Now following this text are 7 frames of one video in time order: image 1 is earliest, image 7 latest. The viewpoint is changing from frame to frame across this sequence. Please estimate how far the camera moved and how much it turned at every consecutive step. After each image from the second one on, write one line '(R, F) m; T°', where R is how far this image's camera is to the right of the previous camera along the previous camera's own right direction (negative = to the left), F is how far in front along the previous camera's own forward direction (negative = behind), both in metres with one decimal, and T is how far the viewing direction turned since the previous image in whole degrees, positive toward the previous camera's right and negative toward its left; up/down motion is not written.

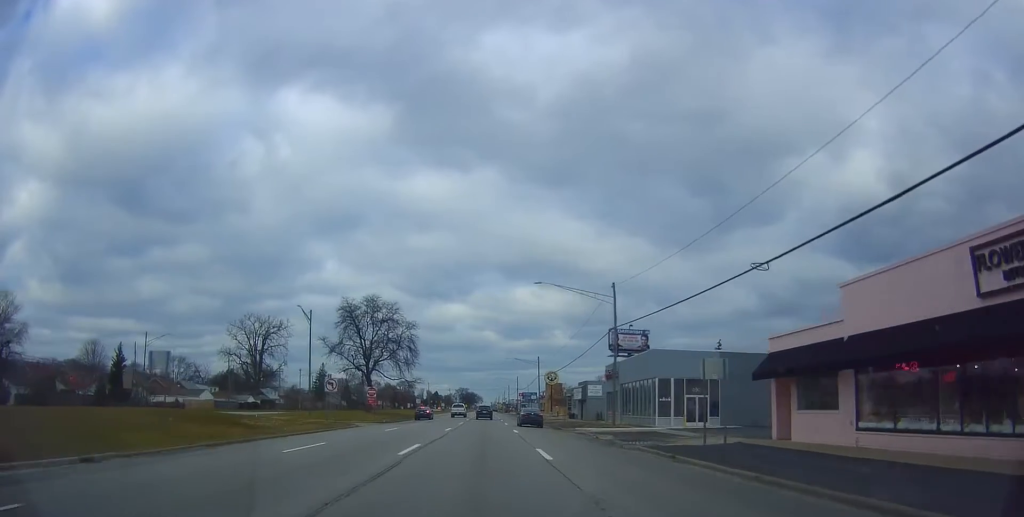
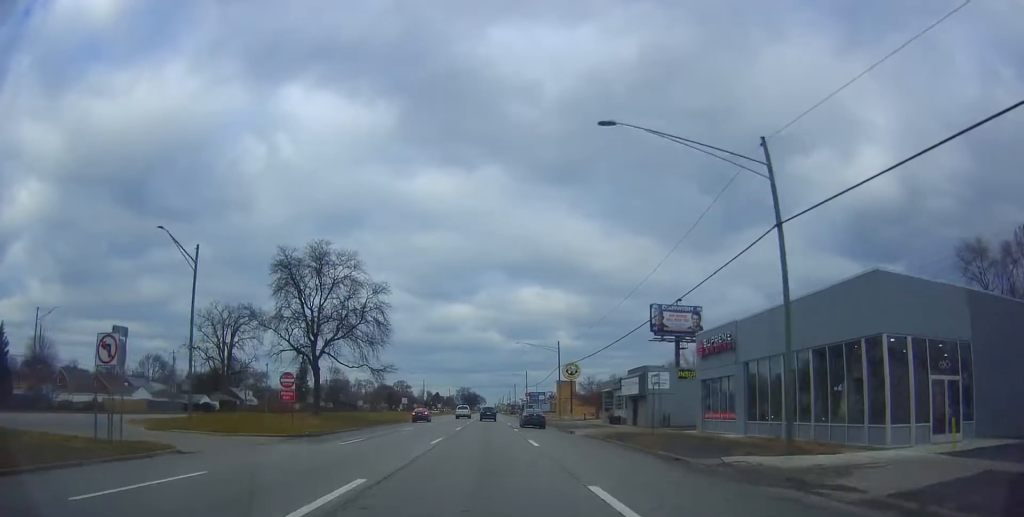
(+0.8, +26.3) m; +1°
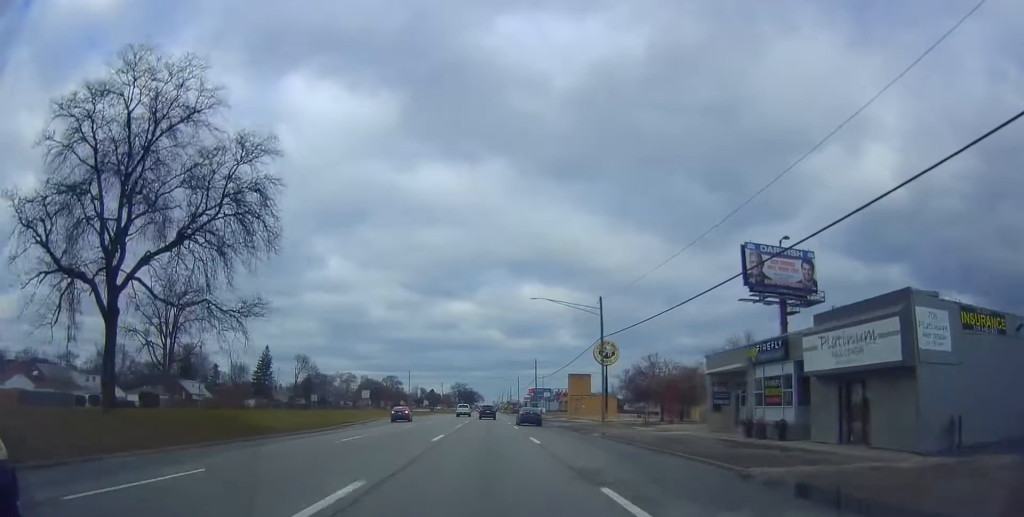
(-0.8, +31.5) m; -1°
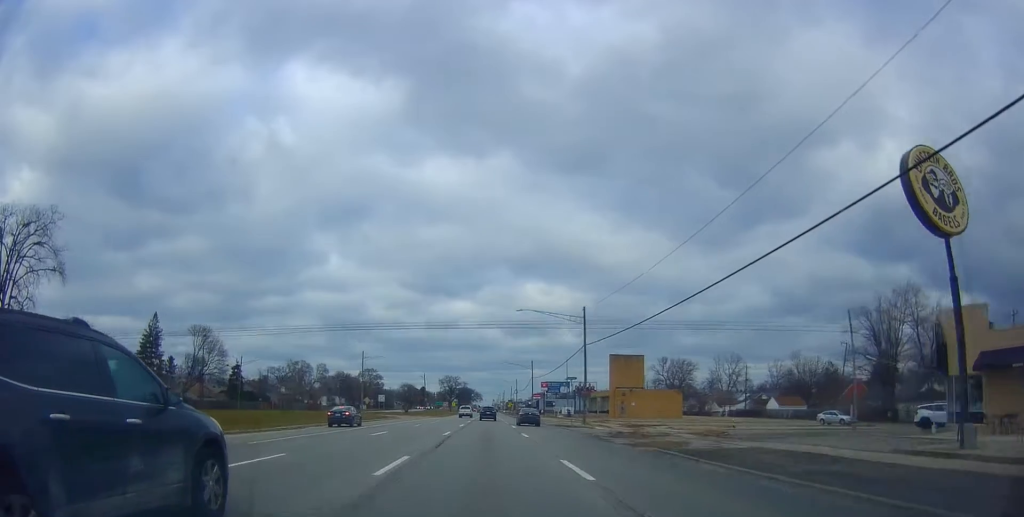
(+0.9, +57.6) m; +2°
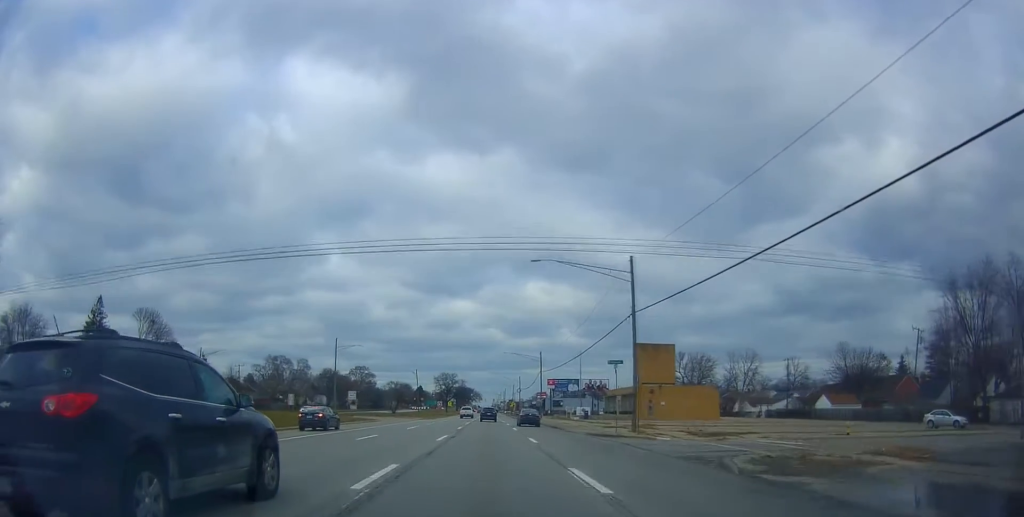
(+0.3, +18.3) m; +1°
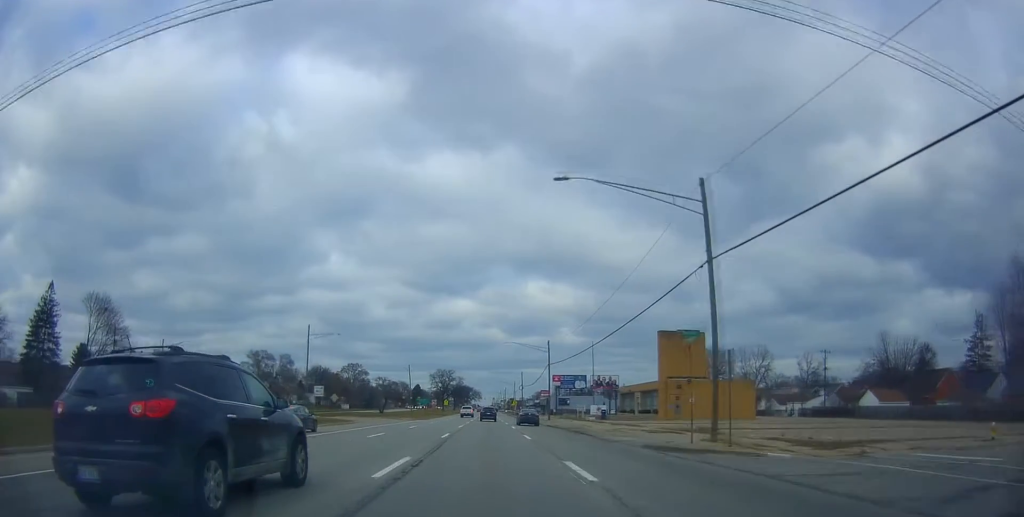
(0.0, +12.9) m; -1°
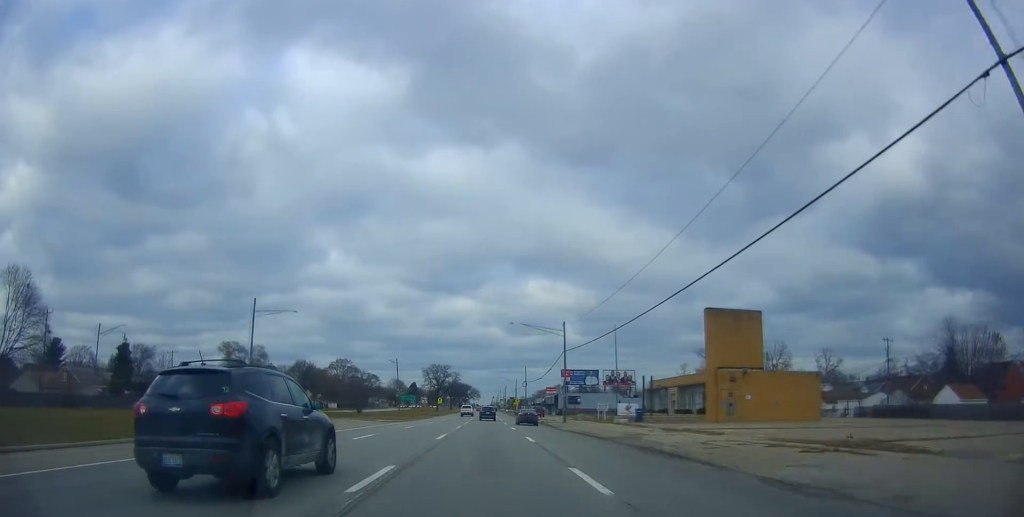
(-0.1, +17.2) m; -1°
